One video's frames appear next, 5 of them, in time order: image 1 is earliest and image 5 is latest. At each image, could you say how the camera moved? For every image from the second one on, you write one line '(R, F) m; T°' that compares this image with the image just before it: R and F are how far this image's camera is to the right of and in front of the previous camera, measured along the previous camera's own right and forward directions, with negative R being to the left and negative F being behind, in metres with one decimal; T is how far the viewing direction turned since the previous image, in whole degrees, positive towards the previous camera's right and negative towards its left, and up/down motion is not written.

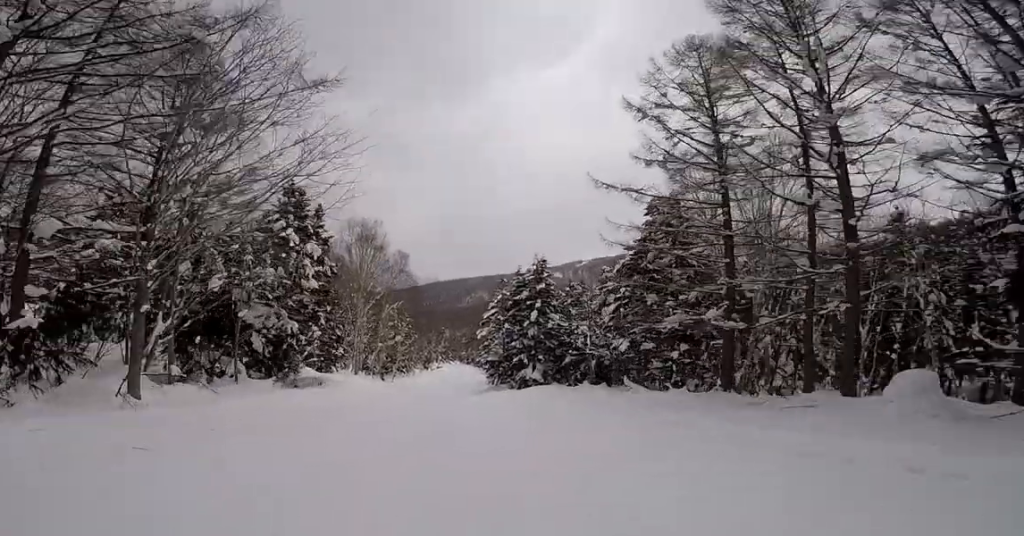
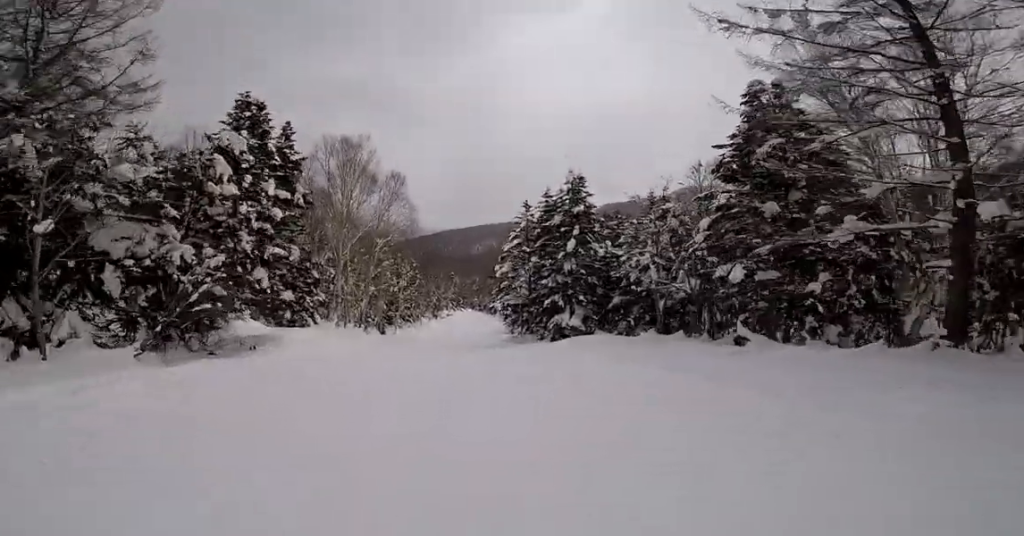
(+0.2, +8.6) m; -5°
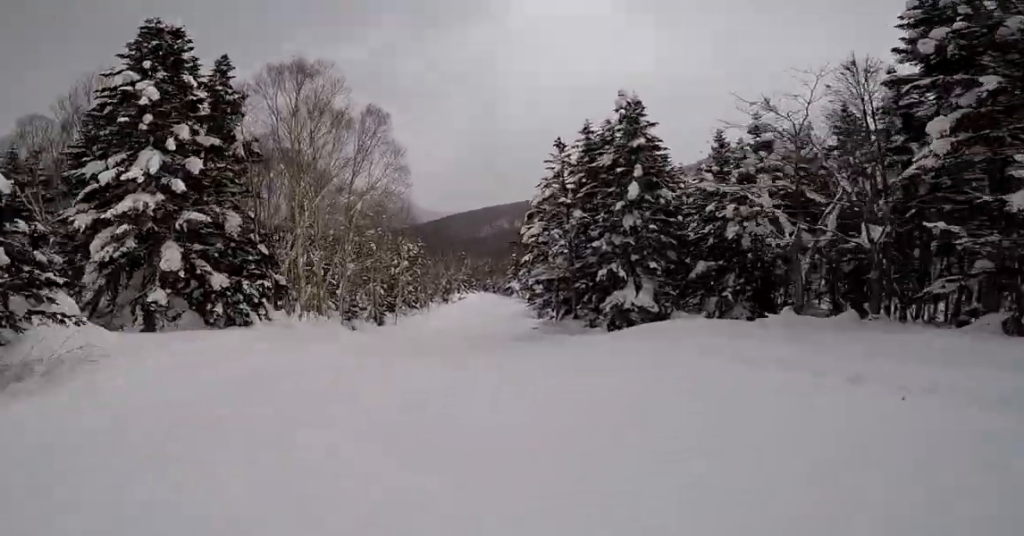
(-1.1, +9.1) m; +1°
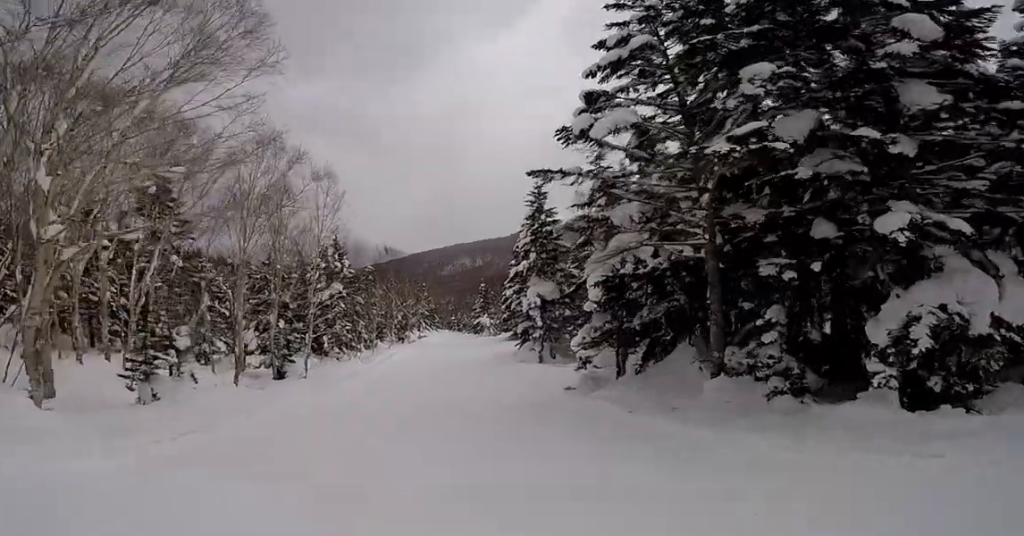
(+2.0, +16.2) m; -1°
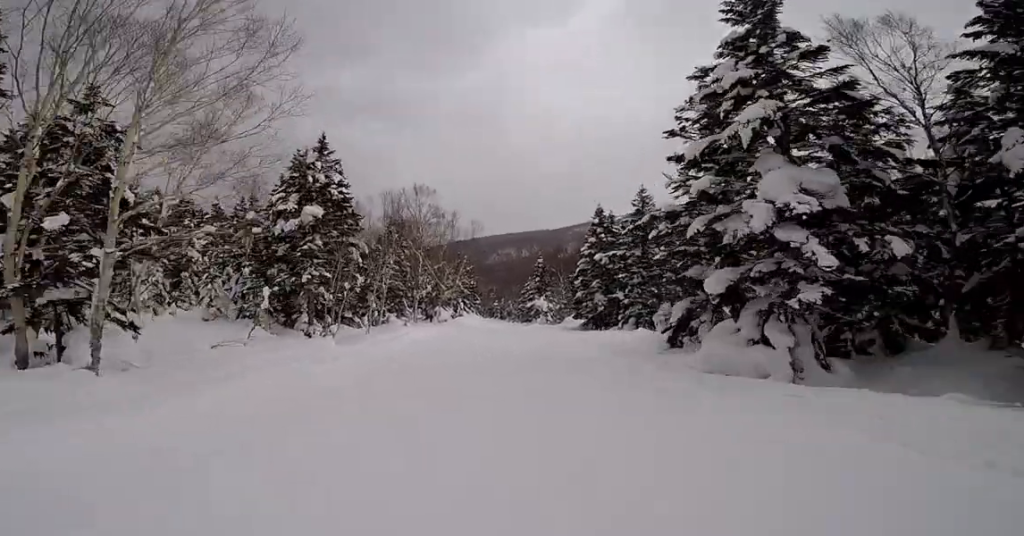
(-0.4, +16.3) m; +5°
